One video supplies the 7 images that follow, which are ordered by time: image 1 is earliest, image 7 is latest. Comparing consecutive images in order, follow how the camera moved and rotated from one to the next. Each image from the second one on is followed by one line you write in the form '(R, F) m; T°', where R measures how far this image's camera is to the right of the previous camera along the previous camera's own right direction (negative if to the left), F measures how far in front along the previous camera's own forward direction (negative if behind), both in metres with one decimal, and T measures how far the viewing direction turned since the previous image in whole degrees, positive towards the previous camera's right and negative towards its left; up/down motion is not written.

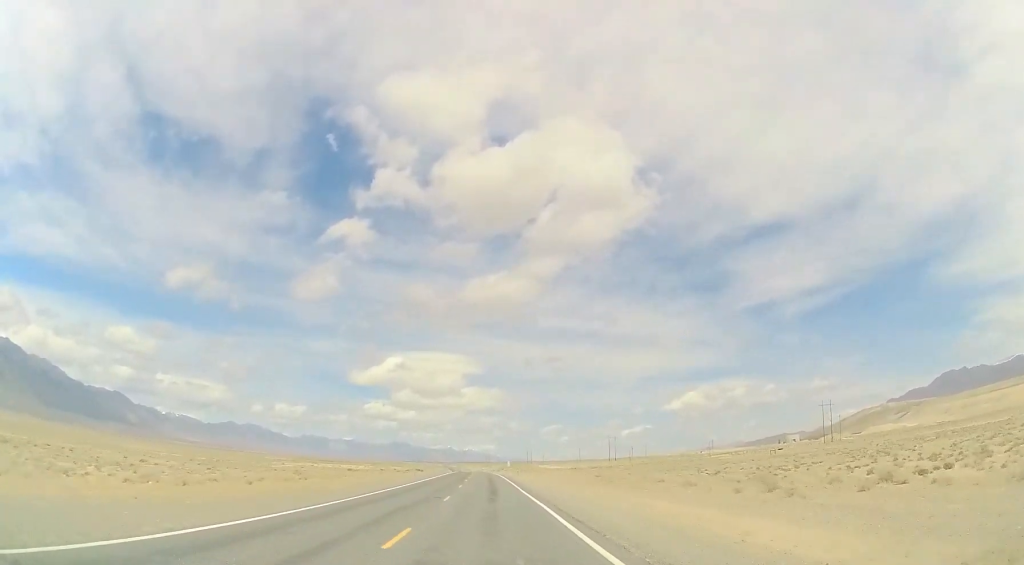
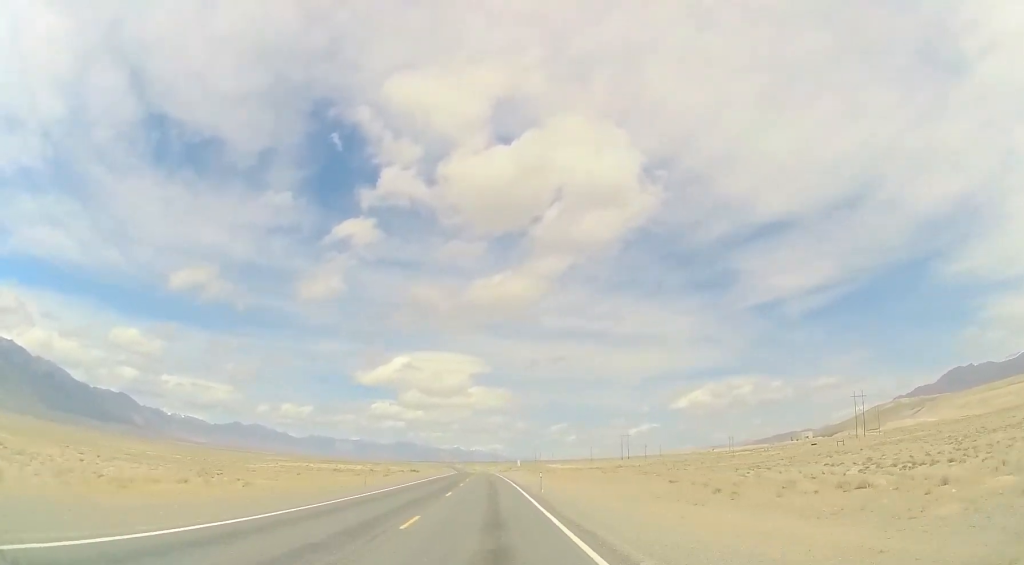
(0.0, +24.2) m; 0°
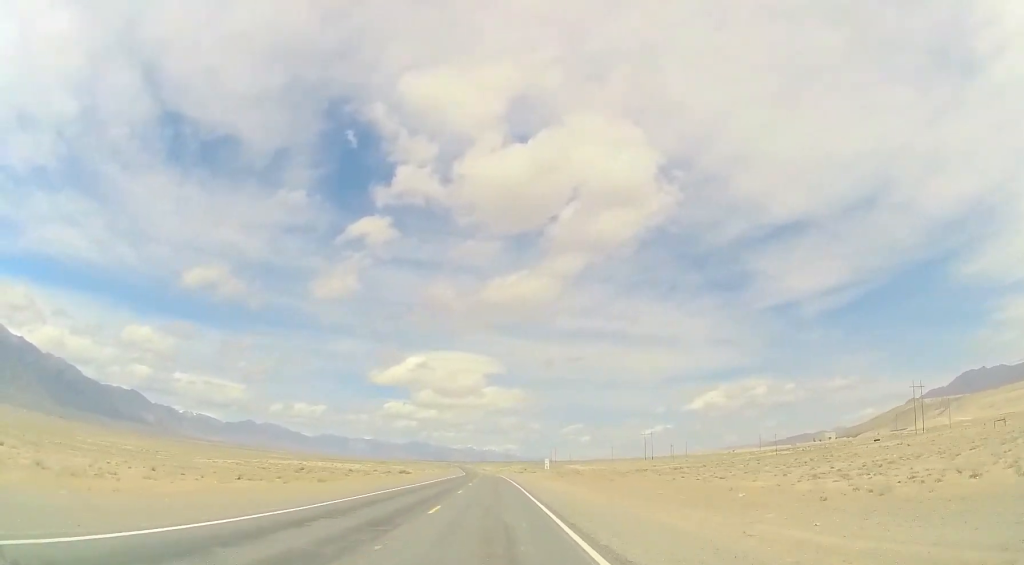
(0.0, +36.6) m; -1°
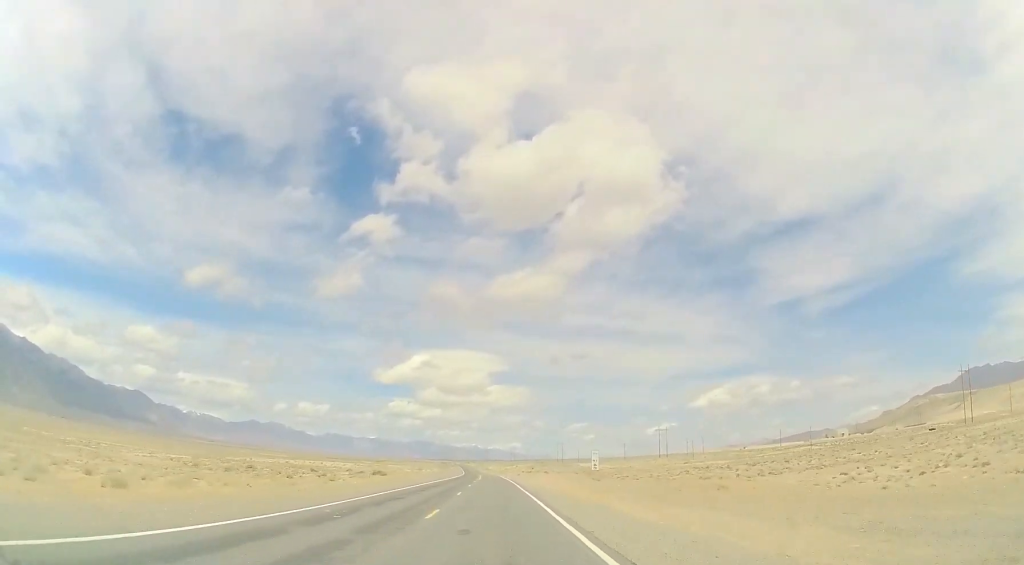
(-0.3, +29.4) m; -1°
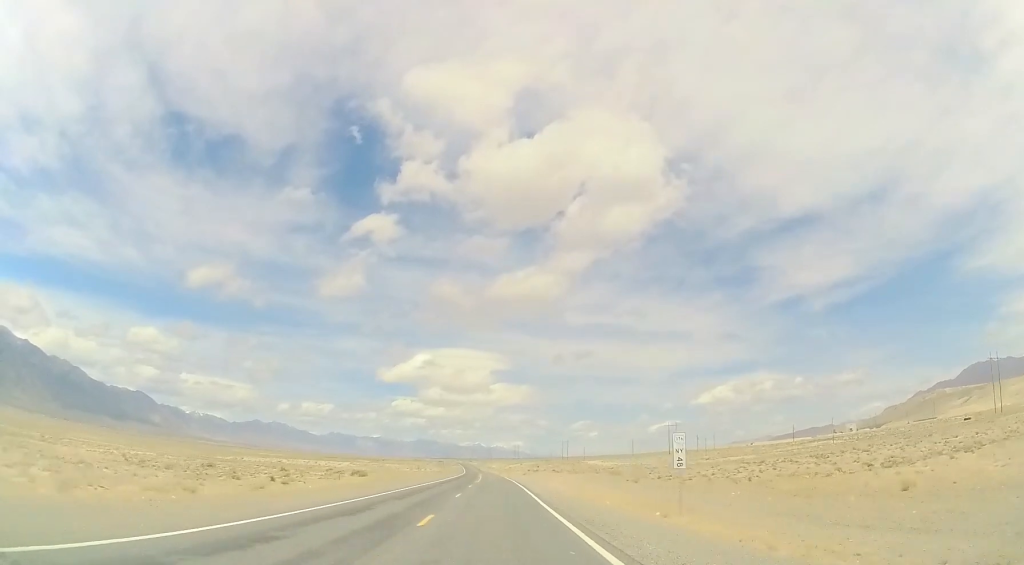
(-0.1, +15.8) m; 0°
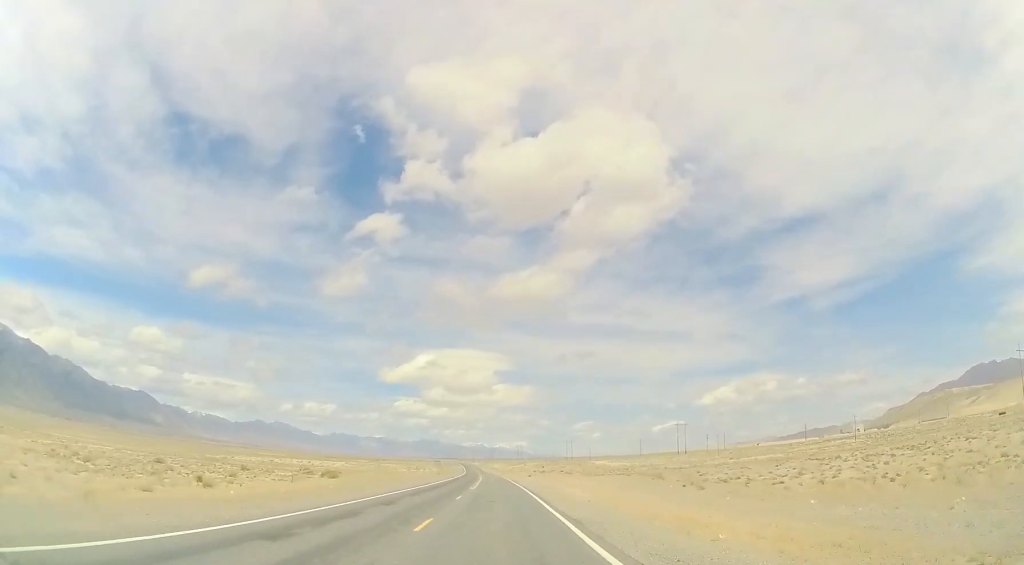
(0.0, +14.5) m; 0°
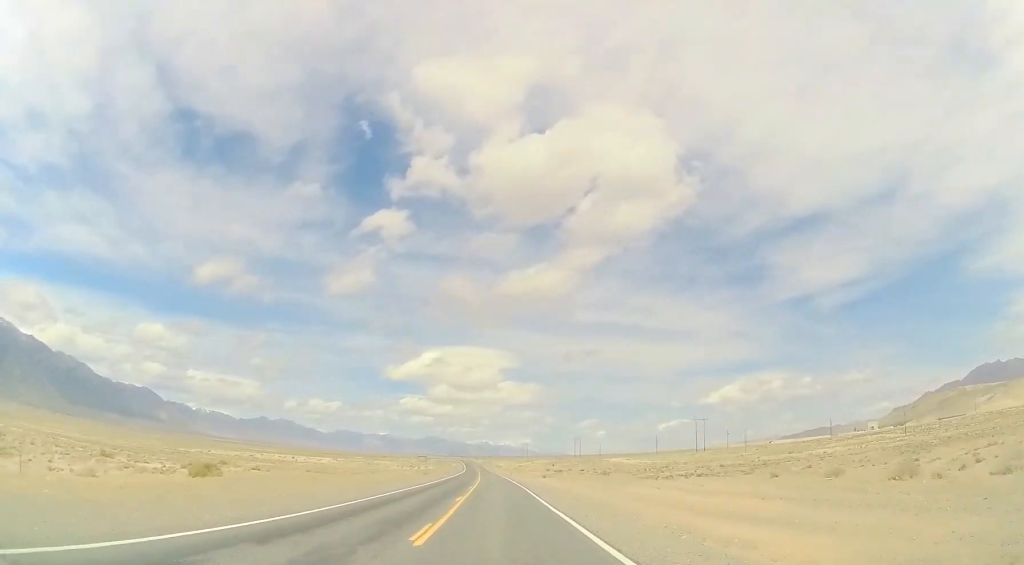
(-0.2, +29.0) m; -1°
